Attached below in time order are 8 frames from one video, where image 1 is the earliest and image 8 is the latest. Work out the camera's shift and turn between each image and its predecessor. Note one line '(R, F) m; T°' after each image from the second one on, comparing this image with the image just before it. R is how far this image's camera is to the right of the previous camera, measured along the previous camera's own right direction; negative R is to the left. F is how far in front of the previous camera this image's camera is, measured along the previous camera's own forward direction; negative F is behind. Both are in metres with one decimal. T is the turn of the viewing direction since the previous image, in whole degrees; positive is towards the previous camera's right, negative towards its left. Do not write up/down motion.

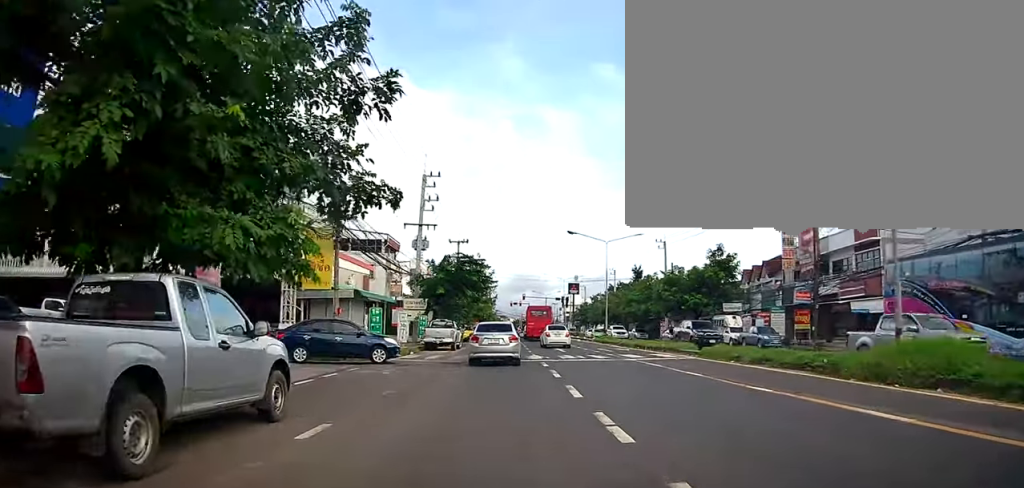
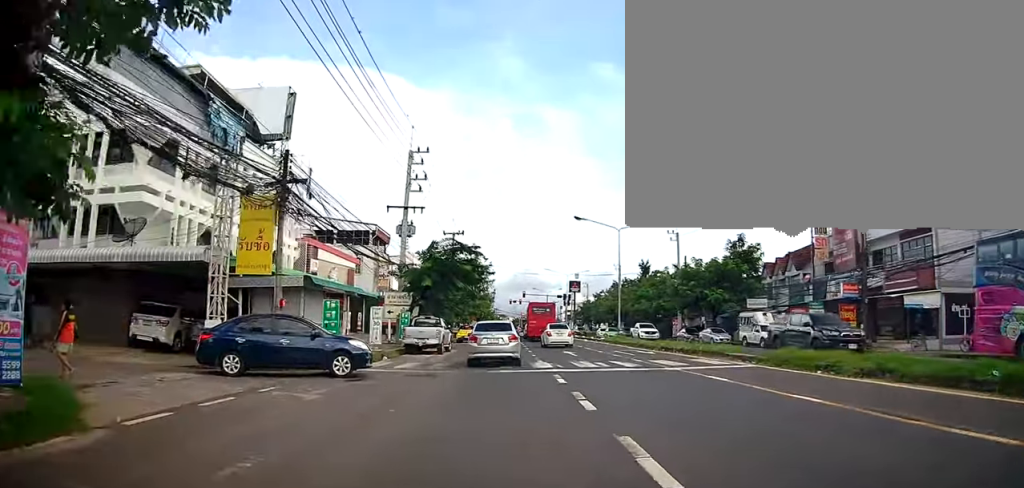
(+0.3, +6.1) m; 0°
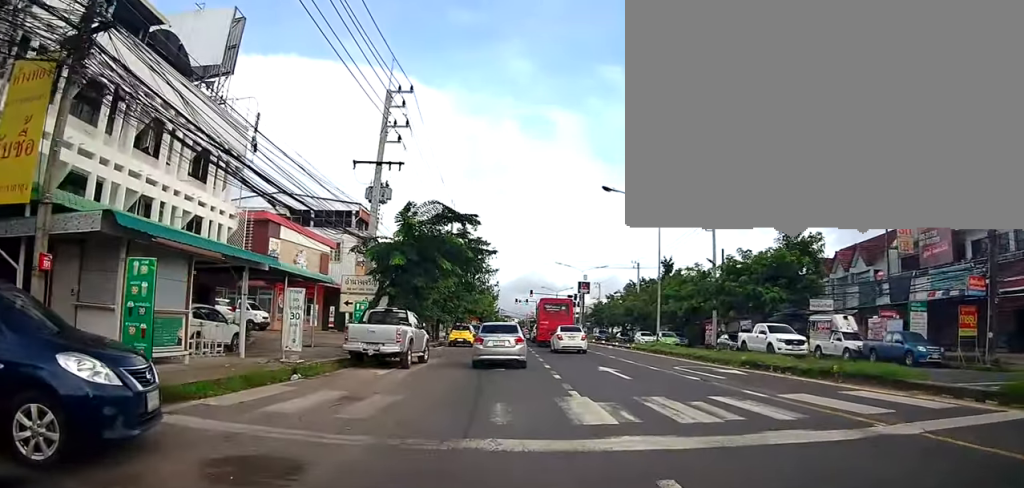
(-0.4, +10.5) m; -2°
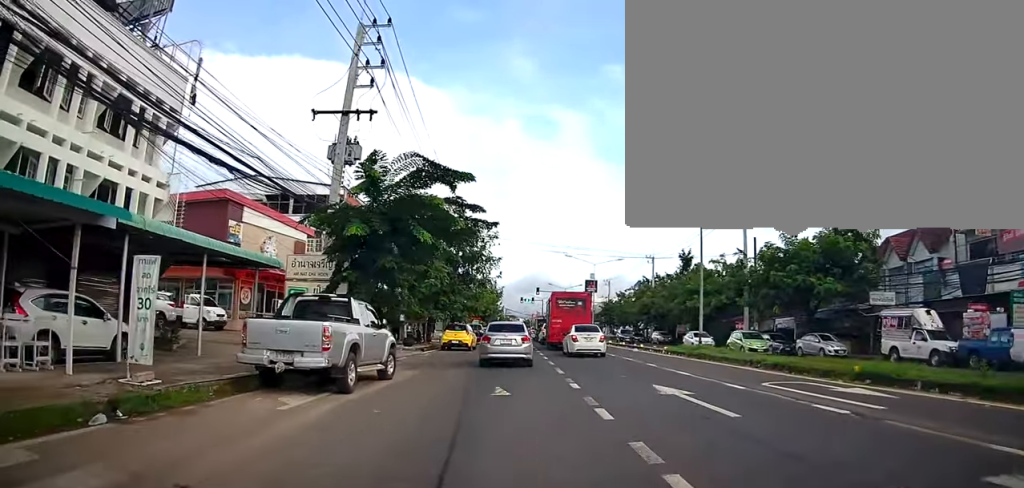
(+0.4, +6.7) m; +4°
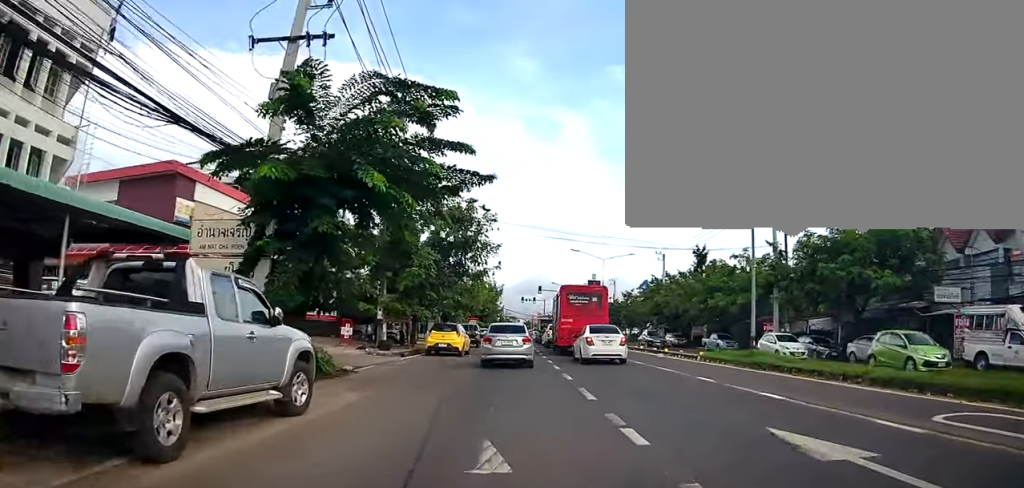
(+0.2, +5.7) m; +2°
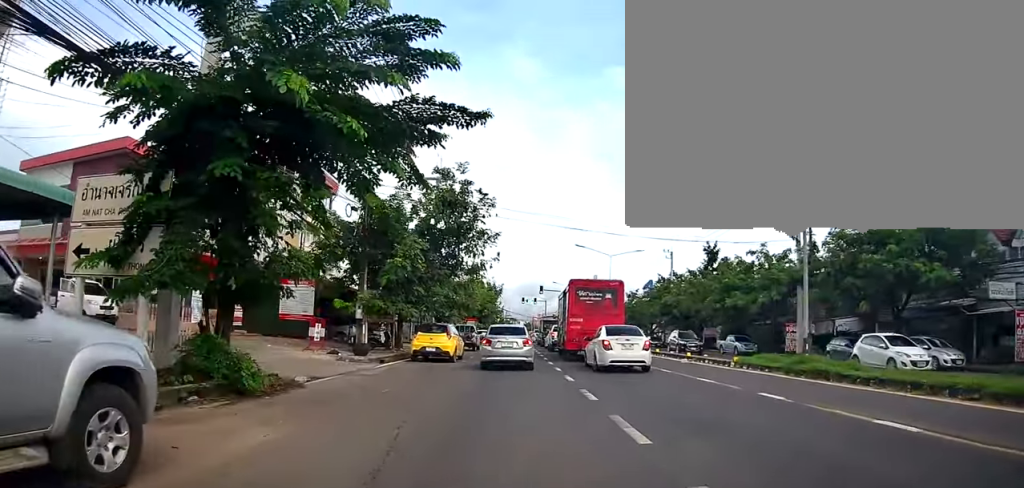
(0.0, +3.7) m; 0°
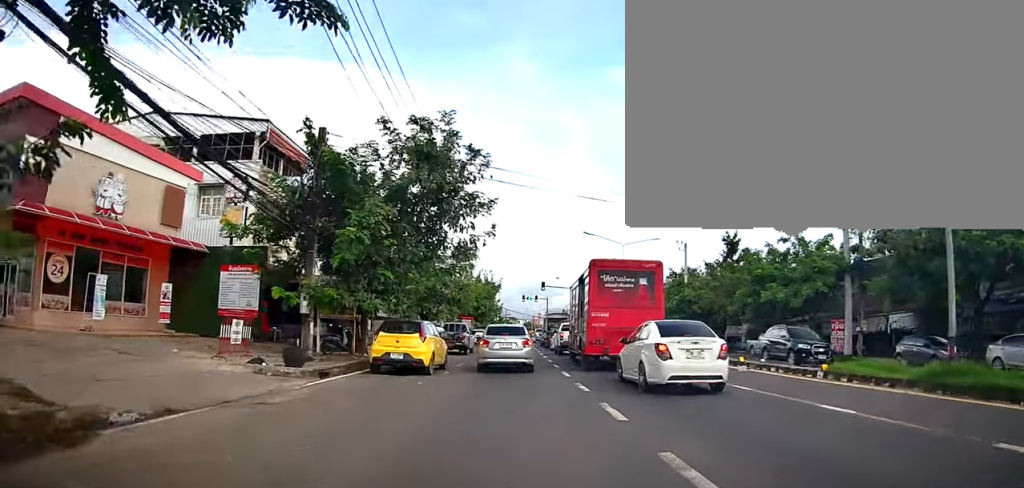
(0.0, +6.3) m; 0°
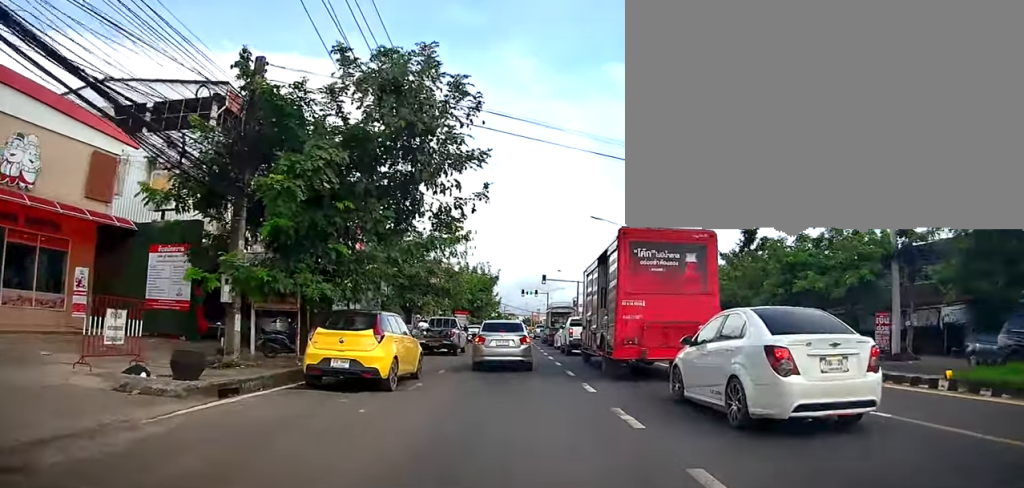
(0.0, +5.0) m; -3°
